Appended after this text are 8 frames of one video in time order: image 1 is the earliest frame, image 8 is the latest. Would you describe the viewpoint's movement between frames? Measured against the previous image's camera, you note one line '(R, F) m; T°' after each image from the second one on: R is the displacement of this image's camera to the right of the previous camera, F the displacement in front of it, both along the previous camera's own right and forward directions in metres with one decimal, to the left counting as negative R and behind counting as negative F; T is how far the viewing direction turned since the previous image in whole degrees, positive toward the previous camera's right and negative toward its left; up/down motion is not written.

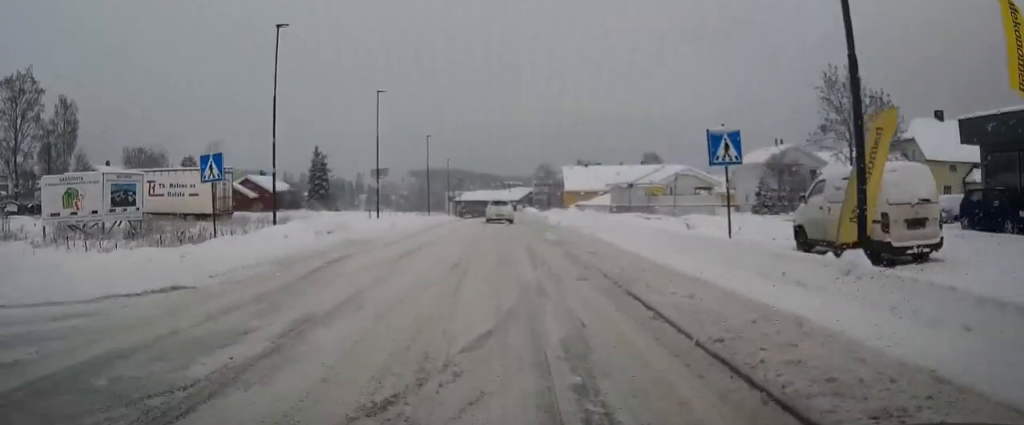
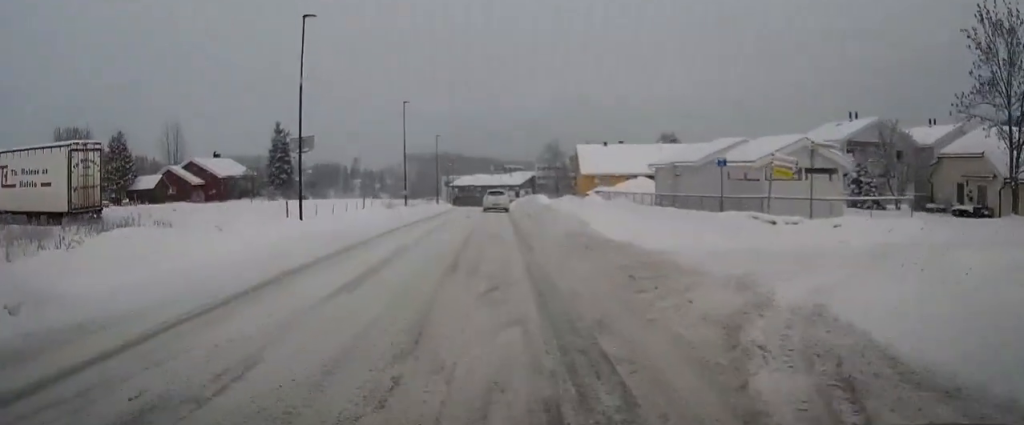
(+0.2, +17.5) m; +2°
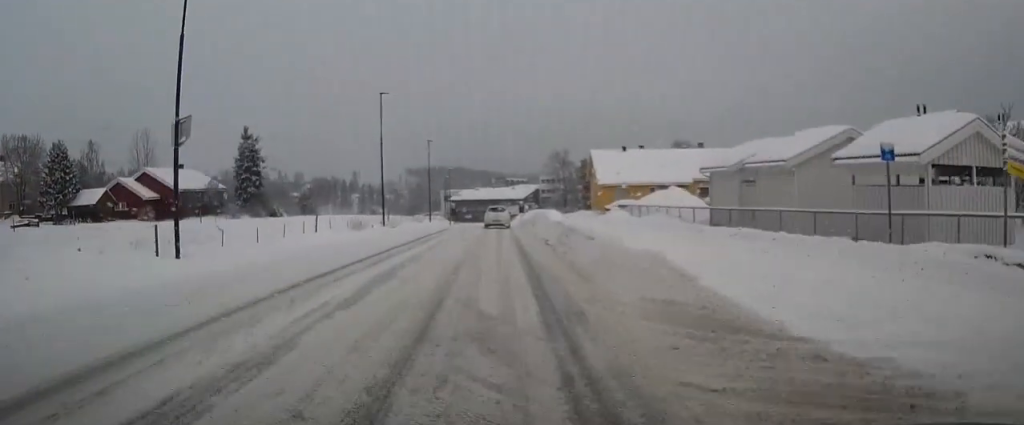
(-0.1, +11.0) m; -2°
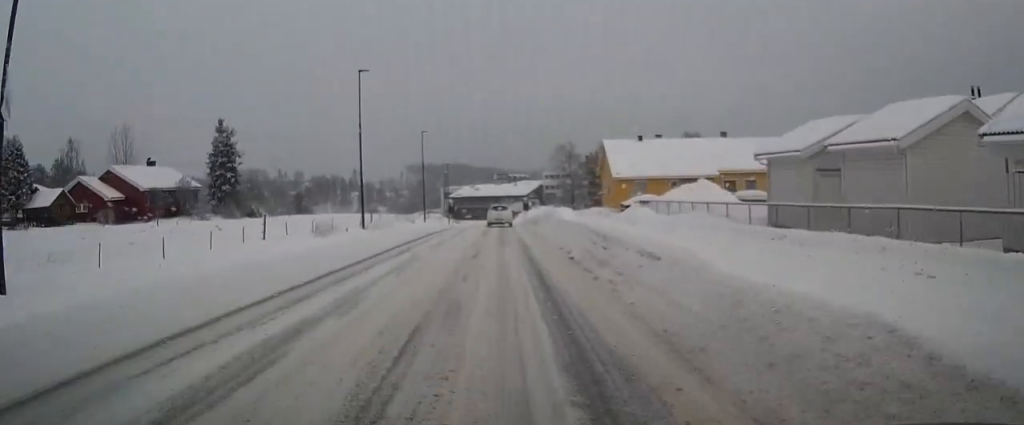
(-0.3, +7.0) m; 0°
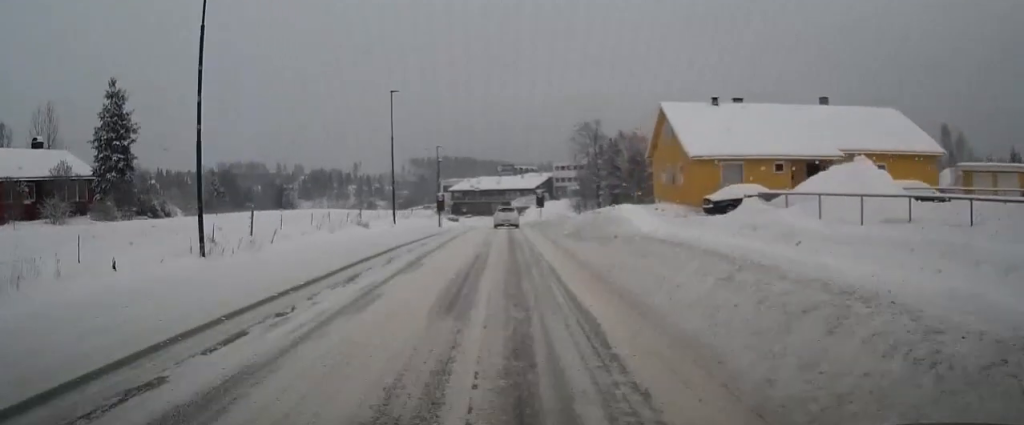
(+0.2, +20.1) m; +1°
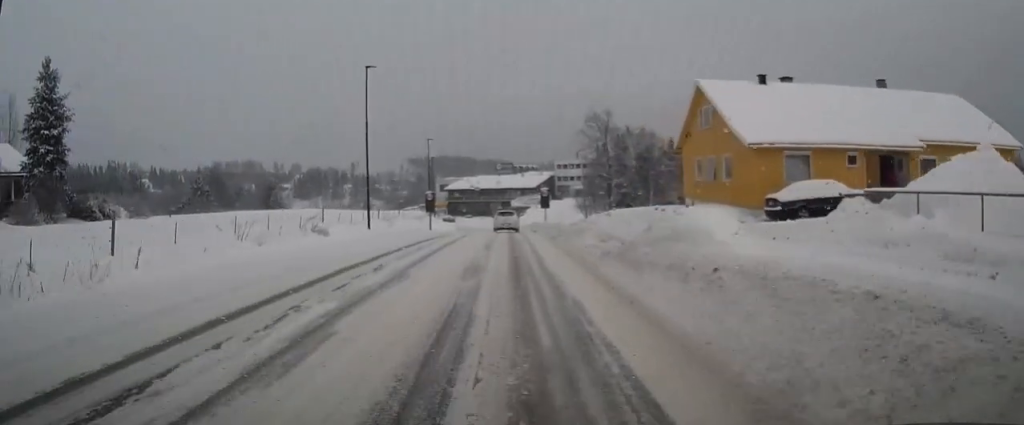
(+0.1, +7.8) m; 0°
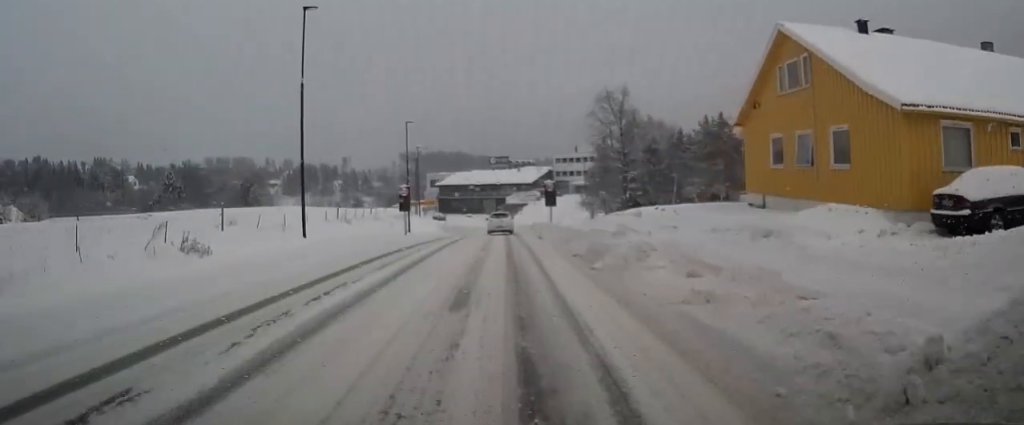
(+0.2, +10.7) m; 0°
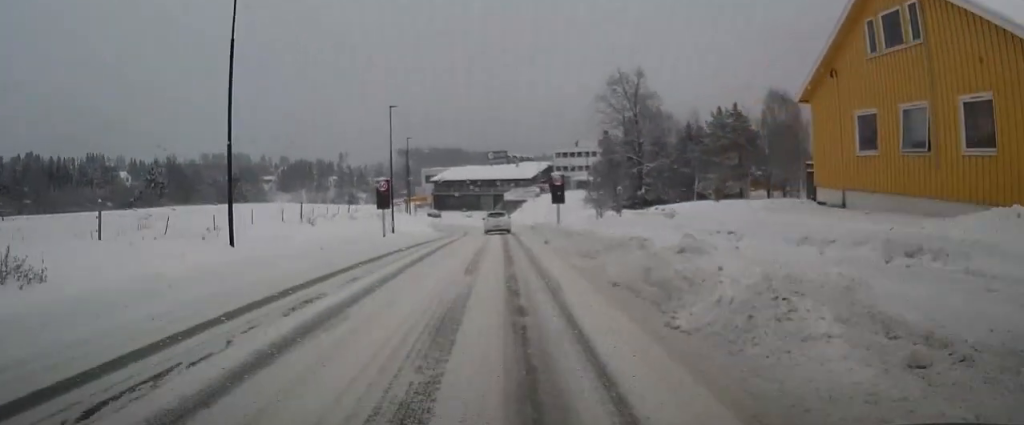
(-0.2, +6.7) m; -1°
